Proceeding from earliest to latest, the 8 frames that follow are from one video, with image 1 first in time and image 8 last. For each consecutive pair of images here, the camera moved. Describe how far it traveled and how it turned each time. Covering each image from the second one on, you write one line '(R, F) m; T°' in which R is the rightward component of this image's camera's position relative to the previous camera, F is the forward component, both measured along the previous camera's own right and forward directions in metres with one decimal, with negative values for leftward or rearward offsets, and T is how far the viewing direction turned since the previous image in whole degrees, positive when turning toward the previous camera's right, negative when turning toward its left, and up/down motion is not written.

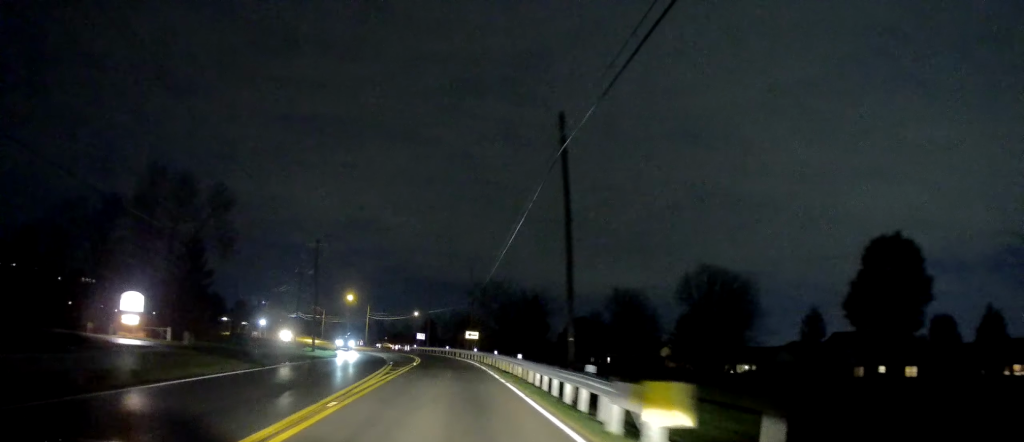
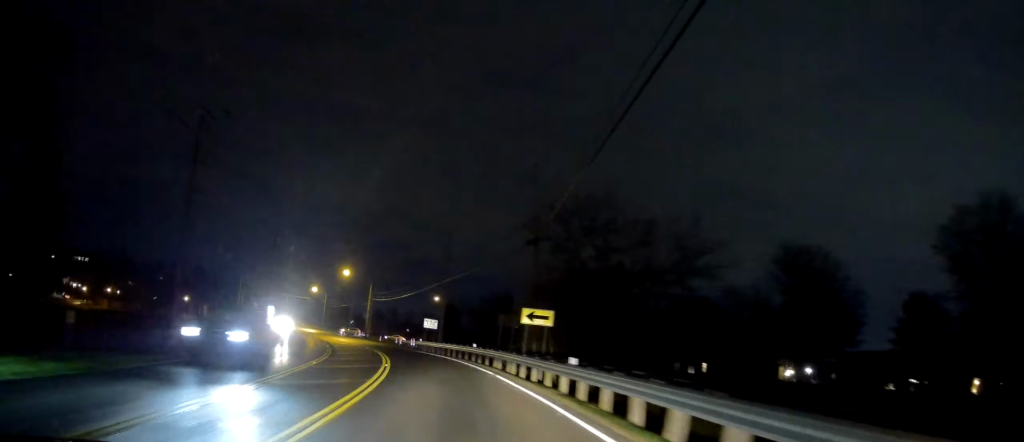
(-0.8, +35.8) m; -3°
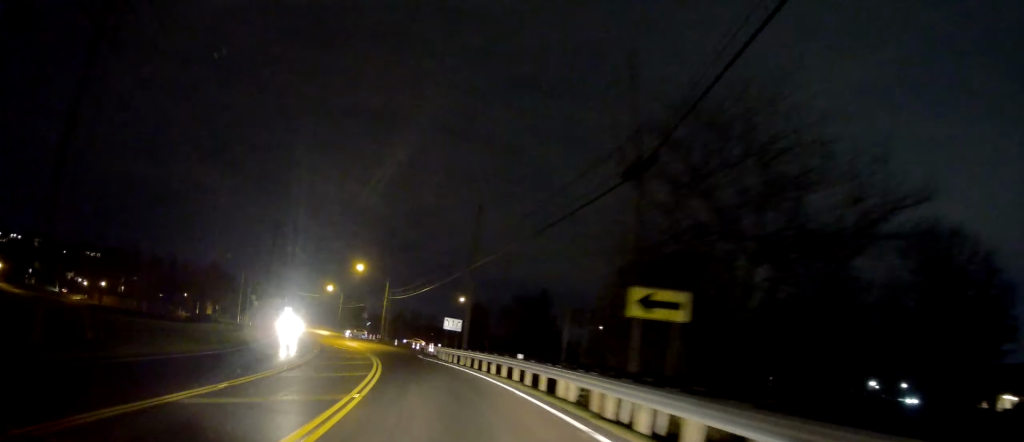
(-0.3, +12.3) m; -1°
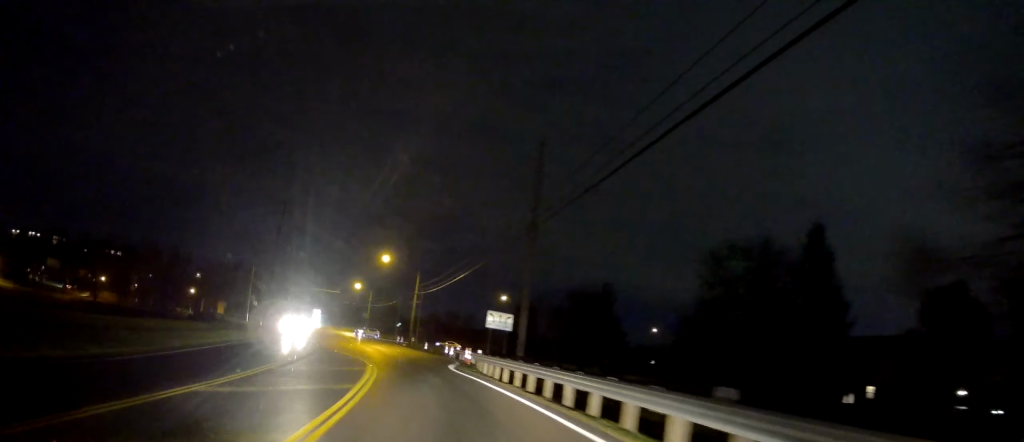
(+0.1, +13.2) m; -1°
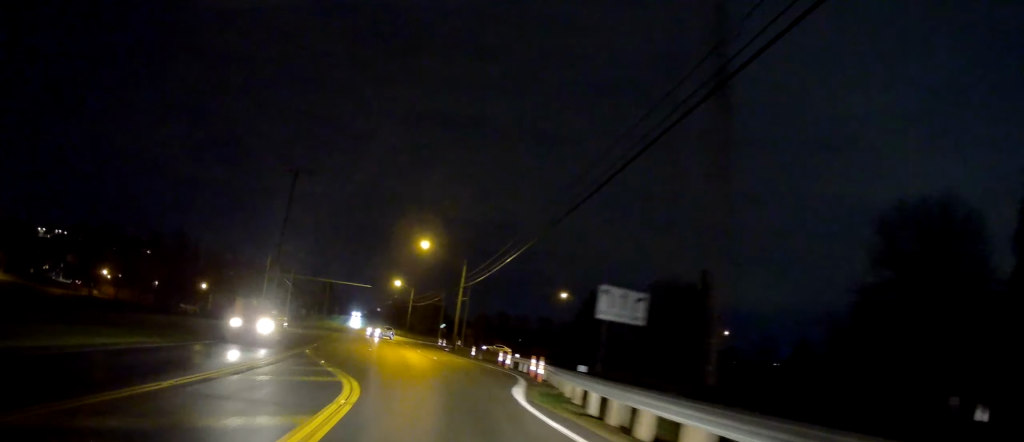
(-0.2, +14.2) m; -3°
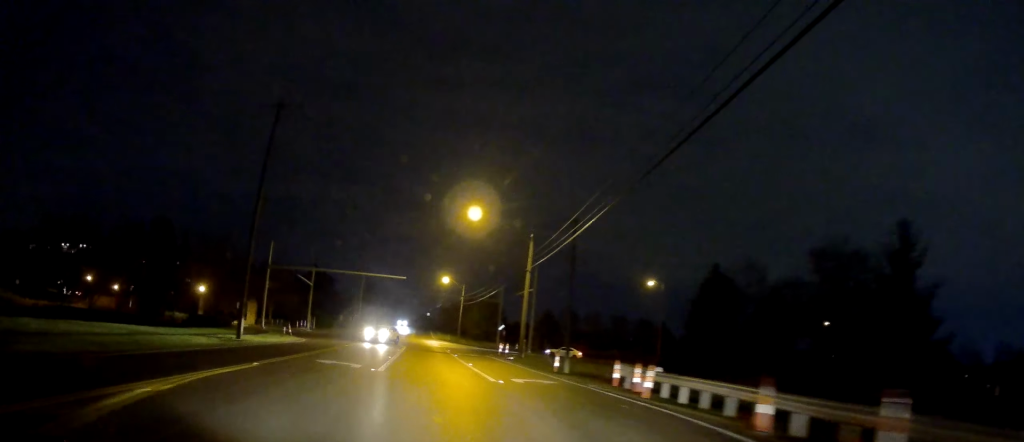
(-0.9, +18.6) m; -6°
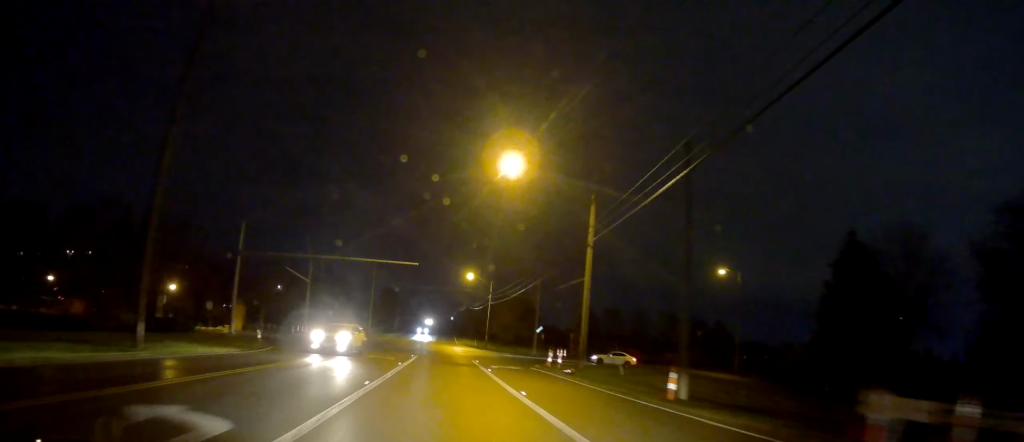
(-0.6, +14.4) m; -5°
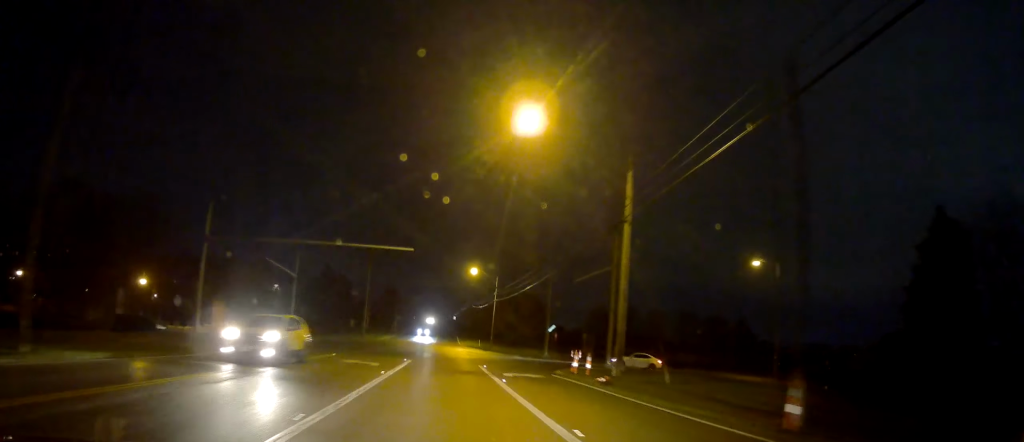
(+0.1, +6.9) m; -2°
